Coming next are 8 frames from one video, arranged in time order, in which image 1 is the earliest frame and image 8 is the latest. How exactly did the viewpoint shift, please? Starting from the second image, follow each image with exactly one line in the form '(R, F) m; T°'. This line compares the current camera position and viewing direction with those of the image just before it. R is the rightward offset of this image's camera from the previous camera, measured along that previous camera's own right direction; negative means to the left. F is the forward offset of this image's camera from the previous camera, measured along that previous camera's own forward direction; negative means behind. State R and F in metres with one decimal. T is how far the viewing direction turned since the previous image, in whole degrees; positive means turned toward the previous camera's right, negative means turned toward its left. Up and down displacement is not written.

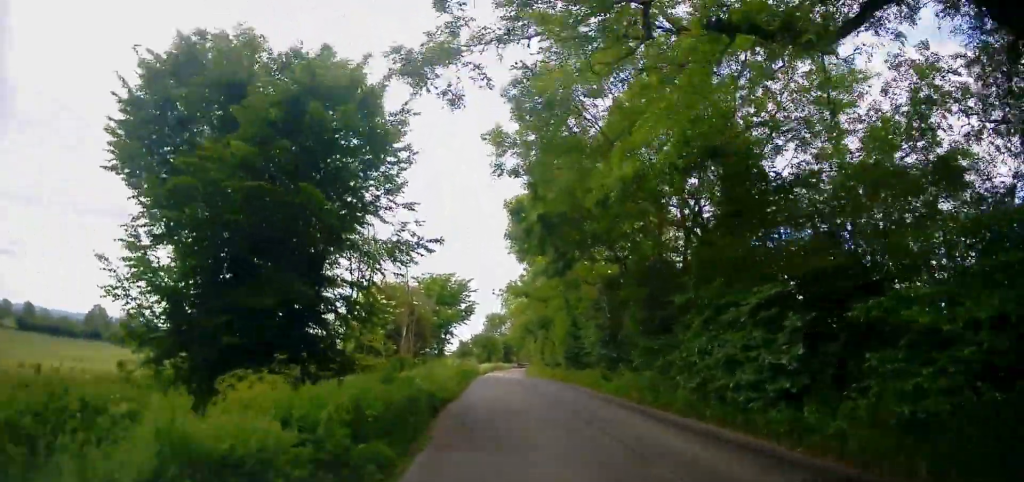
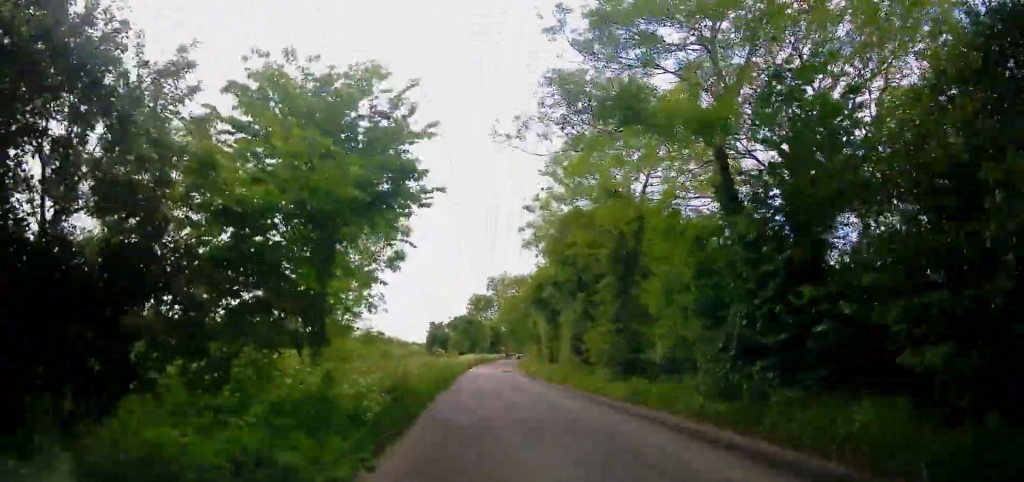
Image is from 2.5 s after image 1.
(+1.1, +24.9) m; +5°
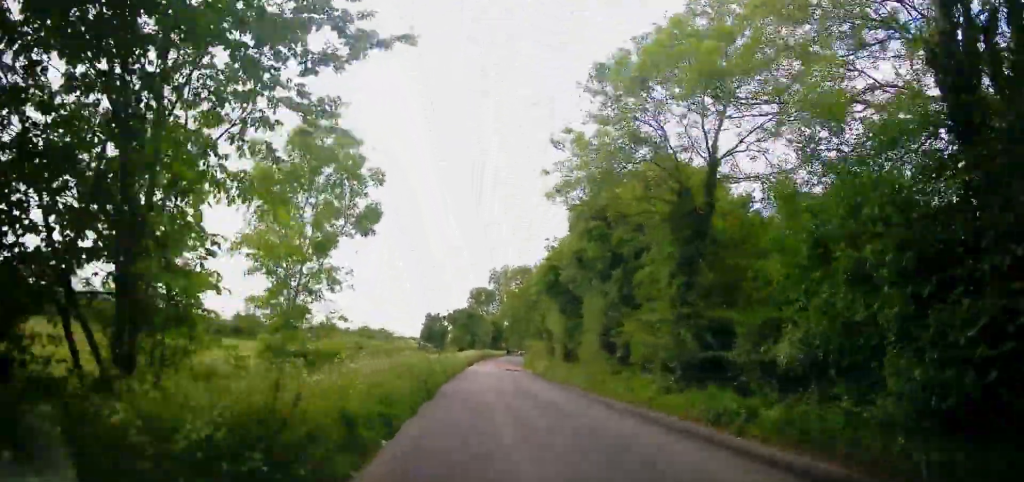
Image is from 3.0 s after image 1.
(+0.1, +6.1) m; -1°
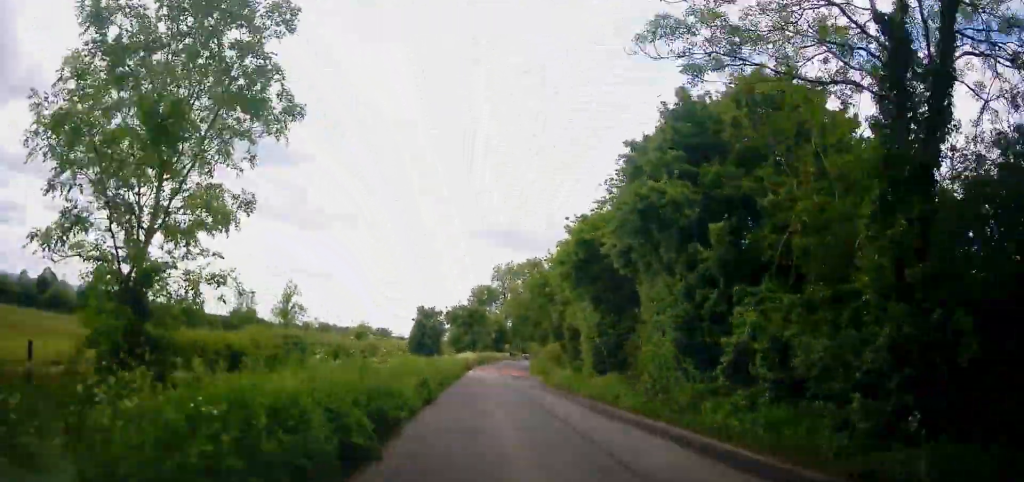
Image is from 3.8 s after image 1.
(-0.2, +8.4) m; -1°
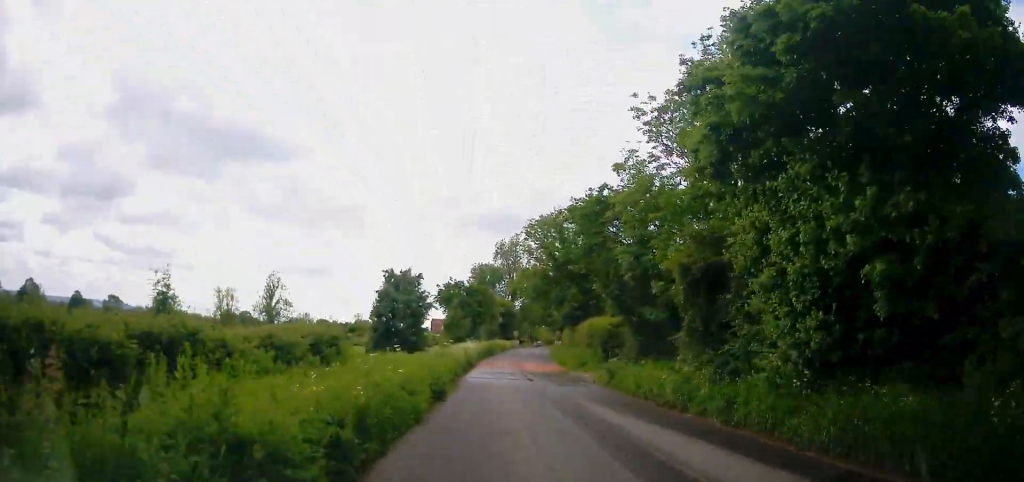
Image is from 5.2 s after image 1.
(0.0, +17.4) m; 0°
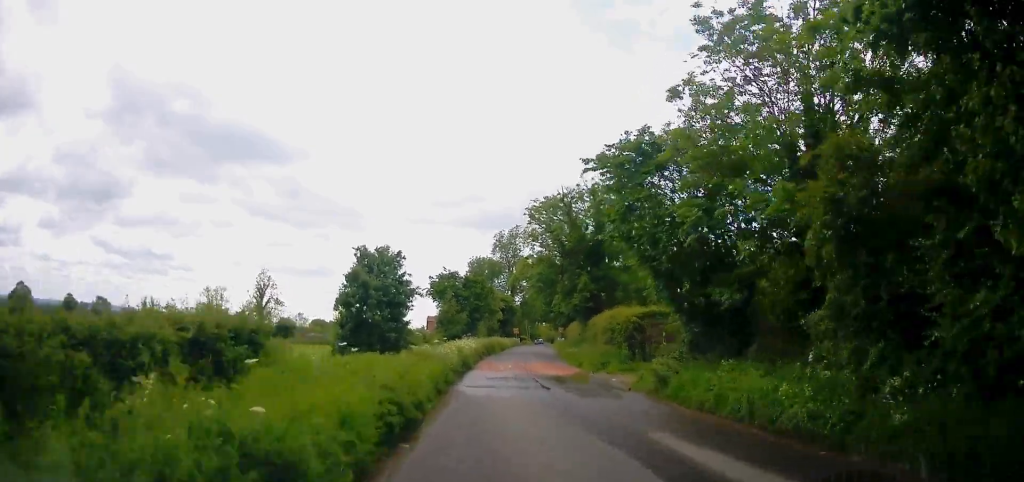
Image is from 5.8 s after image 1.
(-0.1, +6.4) m; 0°
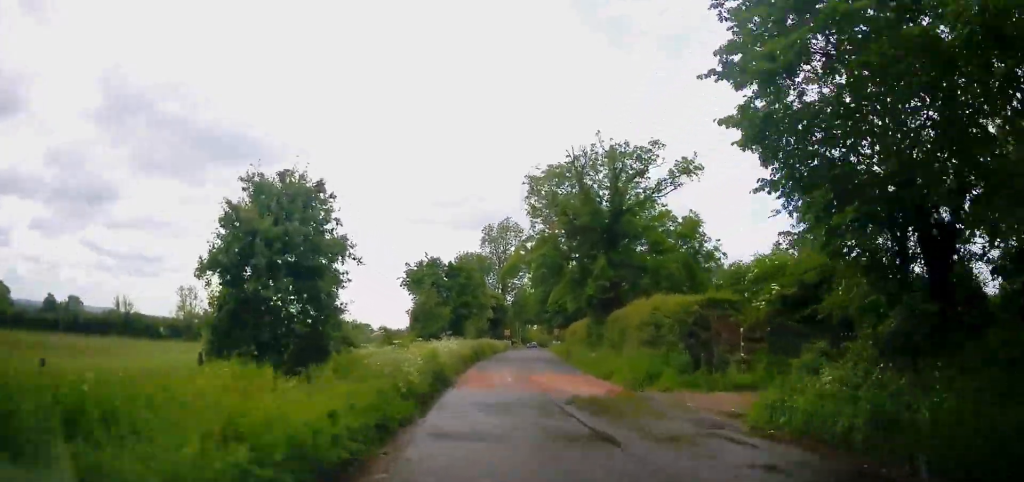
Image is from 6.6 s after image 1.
(0.0, +10.0) m; 0°
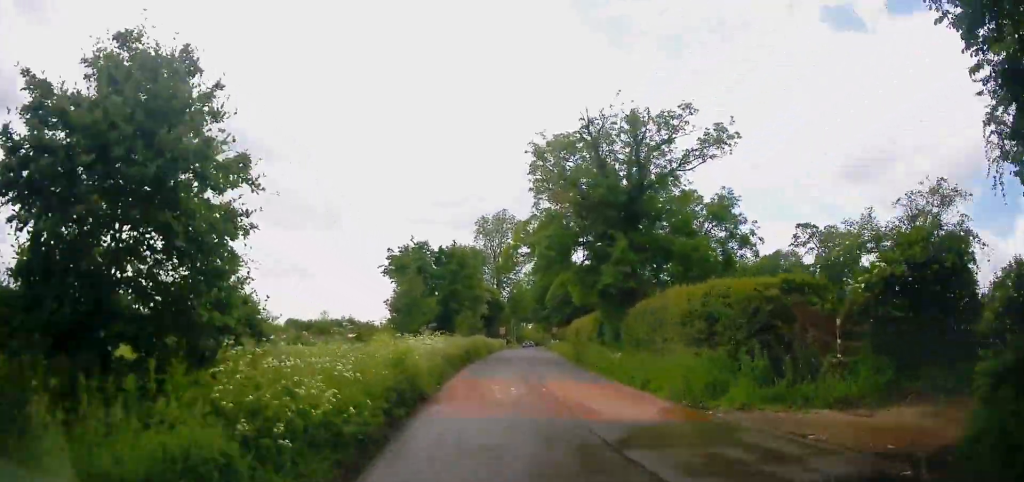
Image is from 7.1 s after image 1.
(+0.1, +6.0) m; 0°
